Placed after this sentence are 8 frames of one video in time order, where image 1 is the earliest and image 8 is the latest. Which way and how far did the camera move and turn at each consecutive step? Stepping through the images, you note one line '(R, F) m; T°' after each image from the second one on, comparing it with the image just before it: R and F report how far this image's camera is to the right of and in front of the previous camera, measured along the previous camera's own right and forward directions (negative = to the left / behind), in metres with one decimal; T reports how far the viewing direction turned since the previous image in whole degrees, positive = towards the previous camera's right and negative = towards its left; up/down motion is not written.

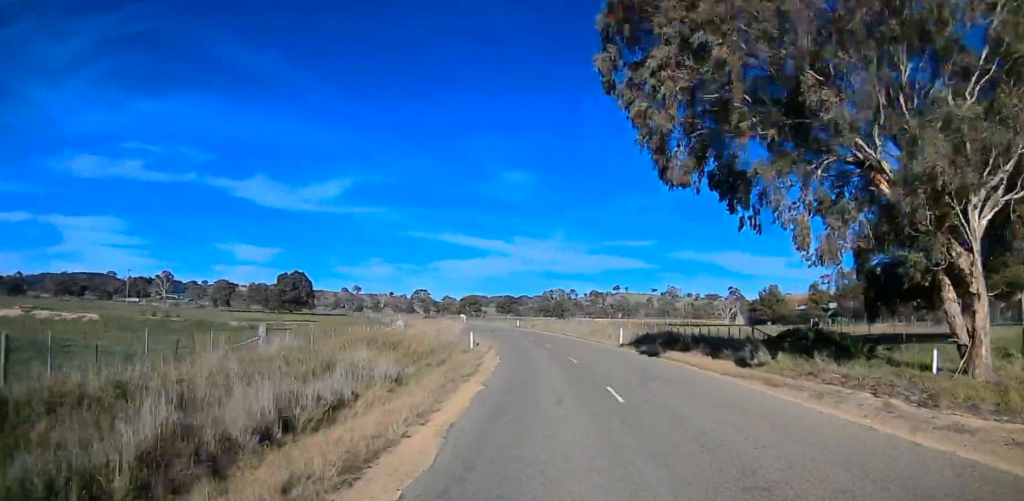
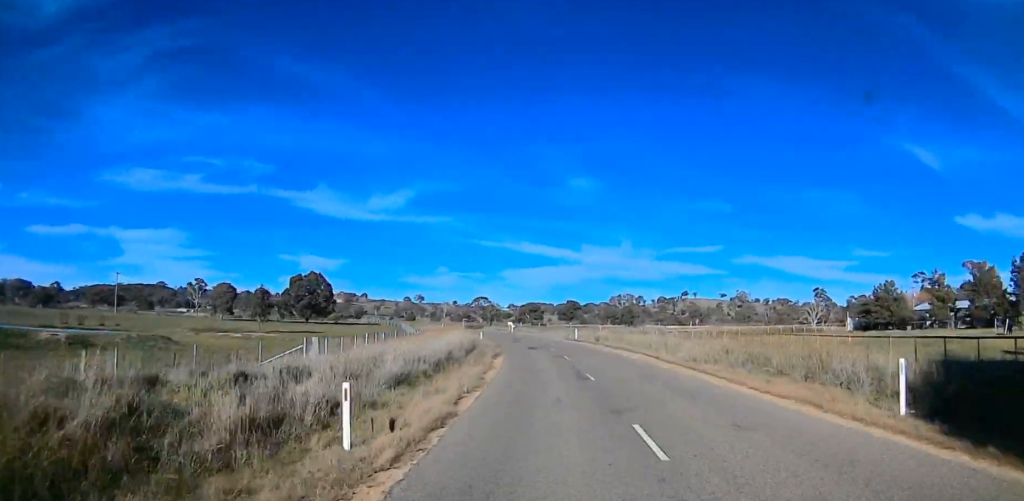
(+1.0, +28.8) m; +1°
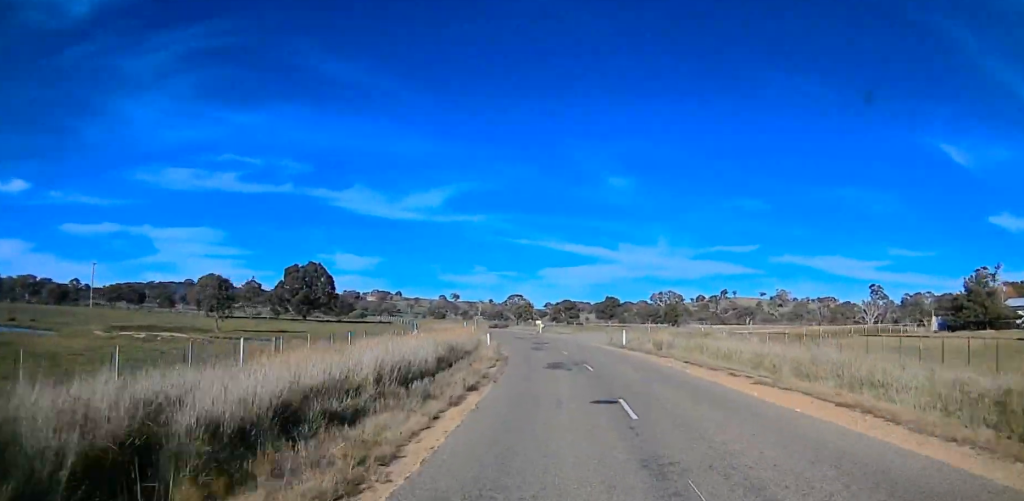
(+0.1, +18.5) m; -3°
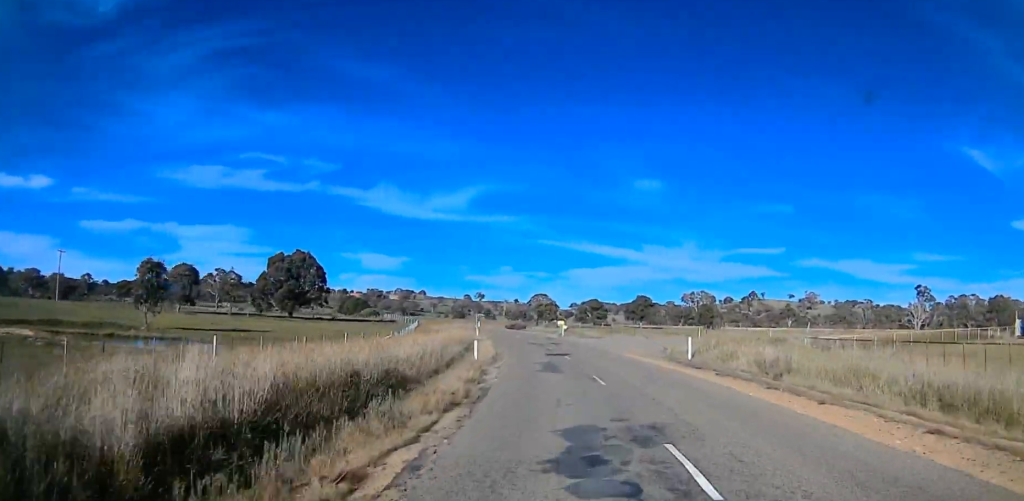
(-1.4, +16.8) m; -5°
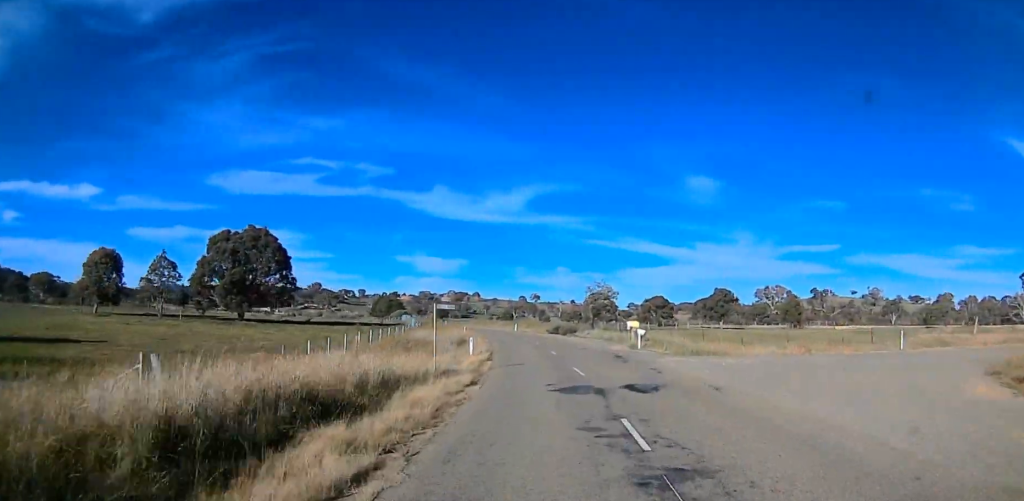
(-1.1, +32.6) m; -6°
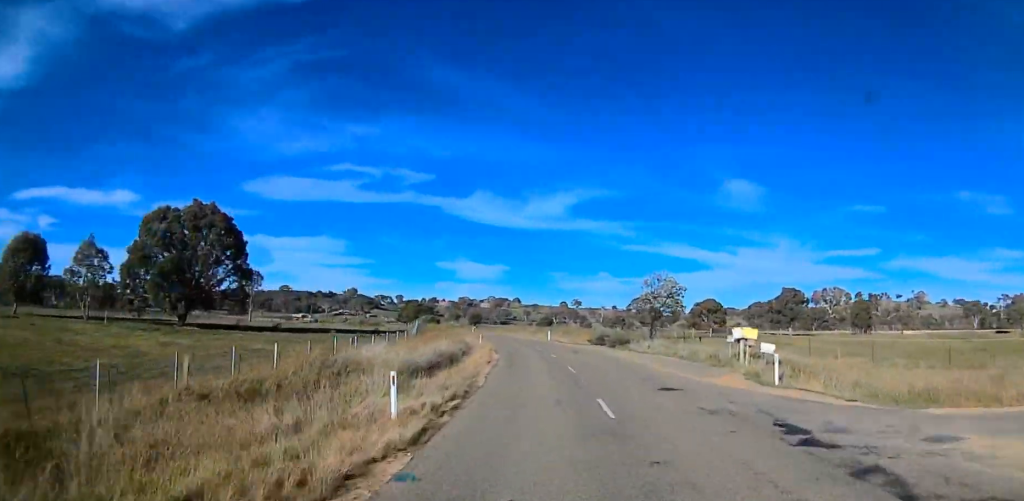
(-0.9, +20.2) m; -5°
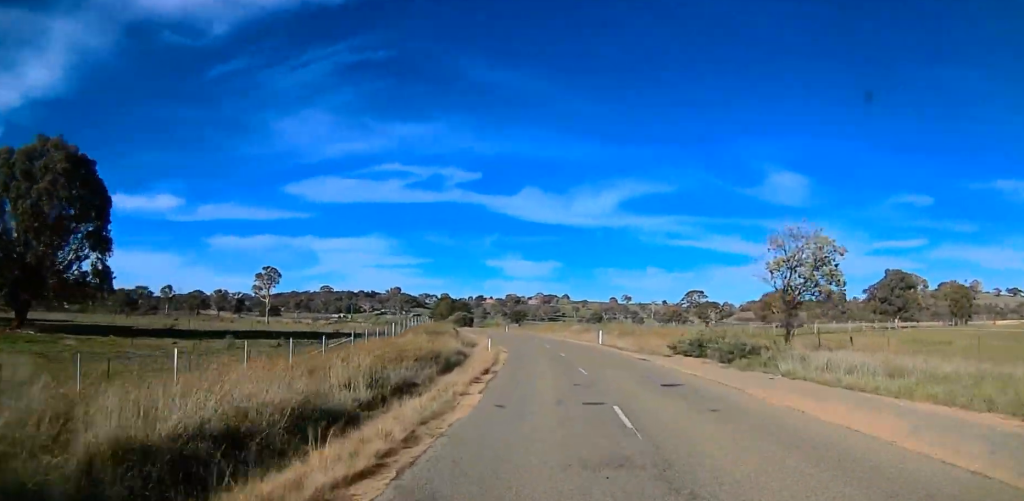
(-1.0, +25.1) m; -3°
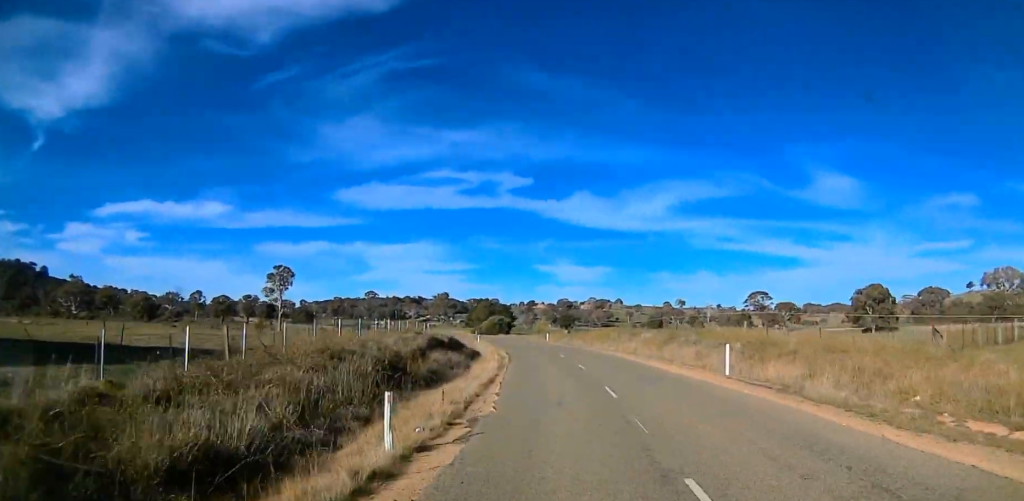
(-2.7, +30.3) m; -16°
